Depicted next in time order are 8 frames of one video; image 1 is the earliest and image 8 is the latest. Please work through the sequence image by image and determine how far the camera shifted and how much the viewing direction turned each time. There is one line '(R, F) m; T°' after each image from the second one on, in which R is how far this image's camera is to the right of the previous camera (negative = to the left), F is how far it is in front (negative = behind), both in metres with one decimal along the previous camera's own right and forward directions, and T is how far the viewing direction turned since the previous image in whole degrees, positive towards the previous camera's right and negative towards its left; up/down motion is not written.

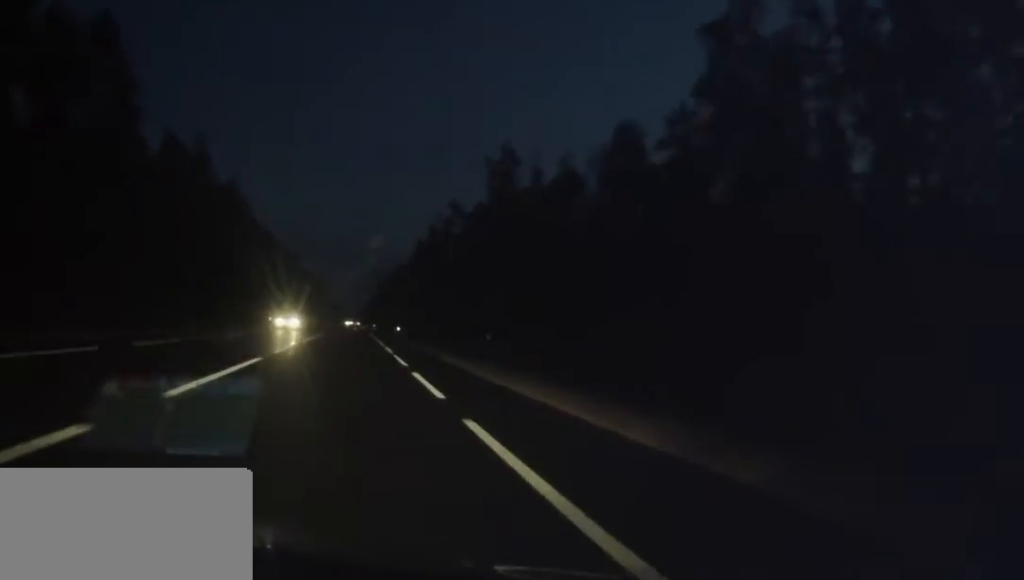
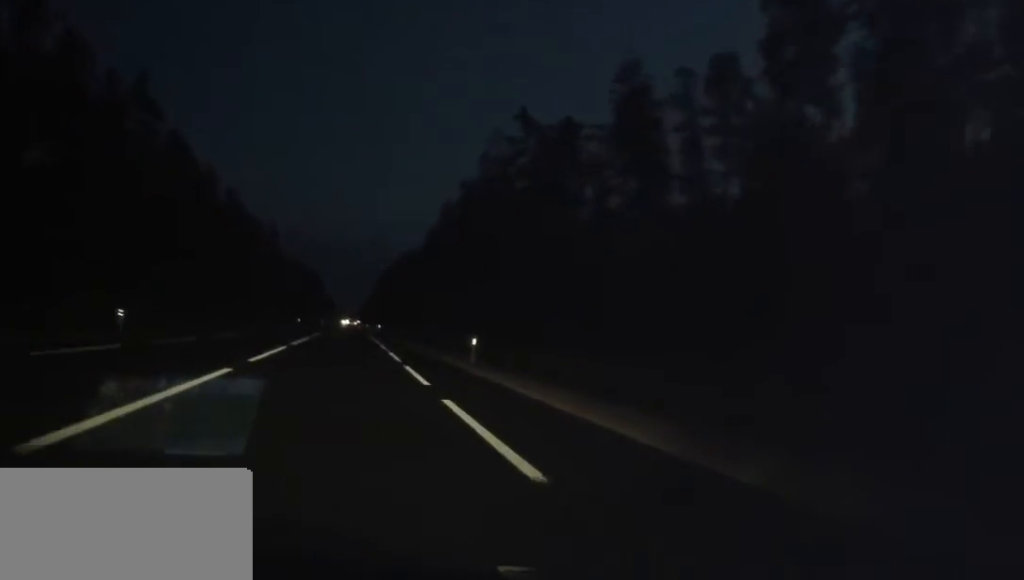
(-0.1, +52.2) m; 0°
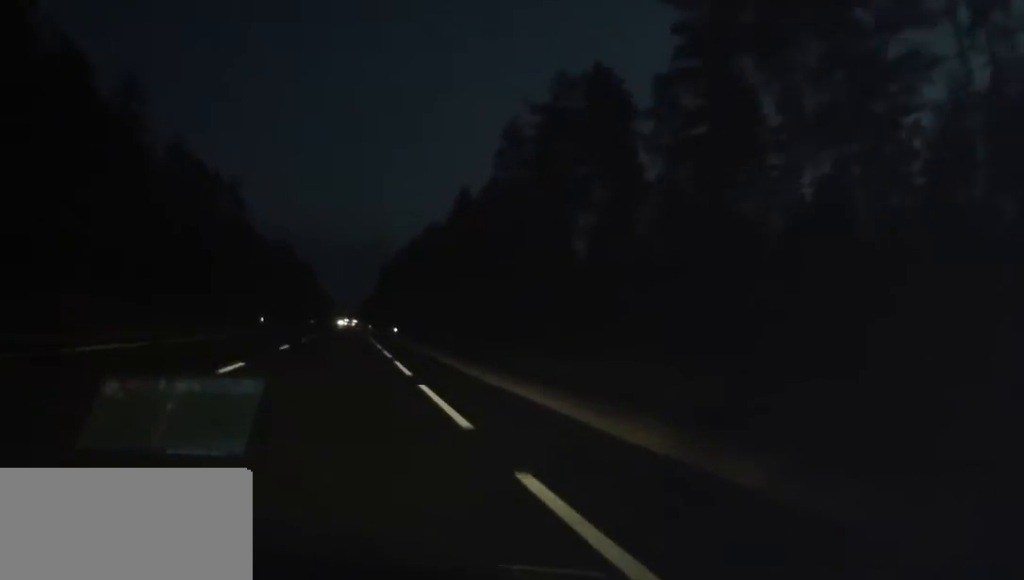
(+0.5, +51.1) m; +1°
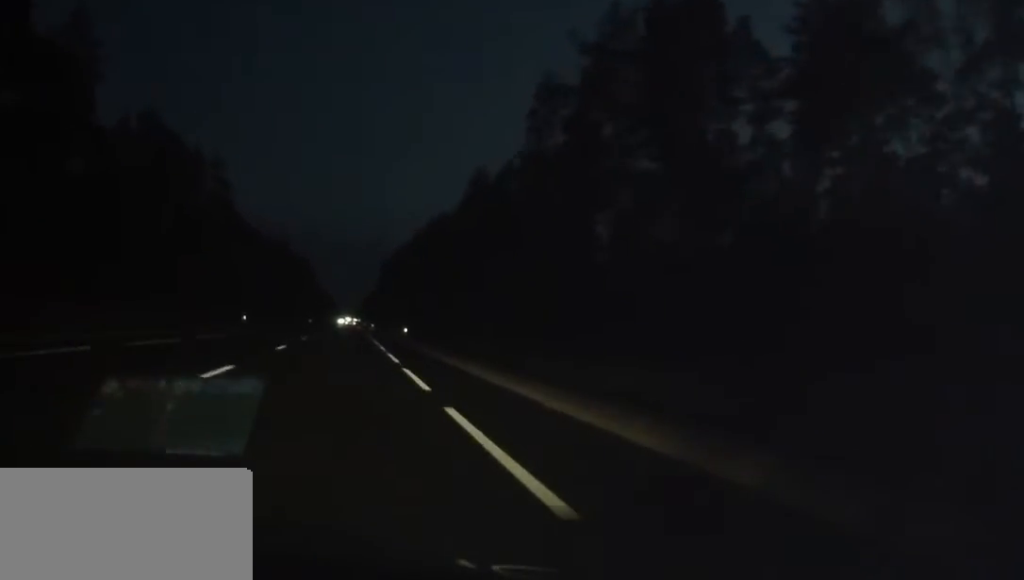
(+0.1, +13.3) m; 0°
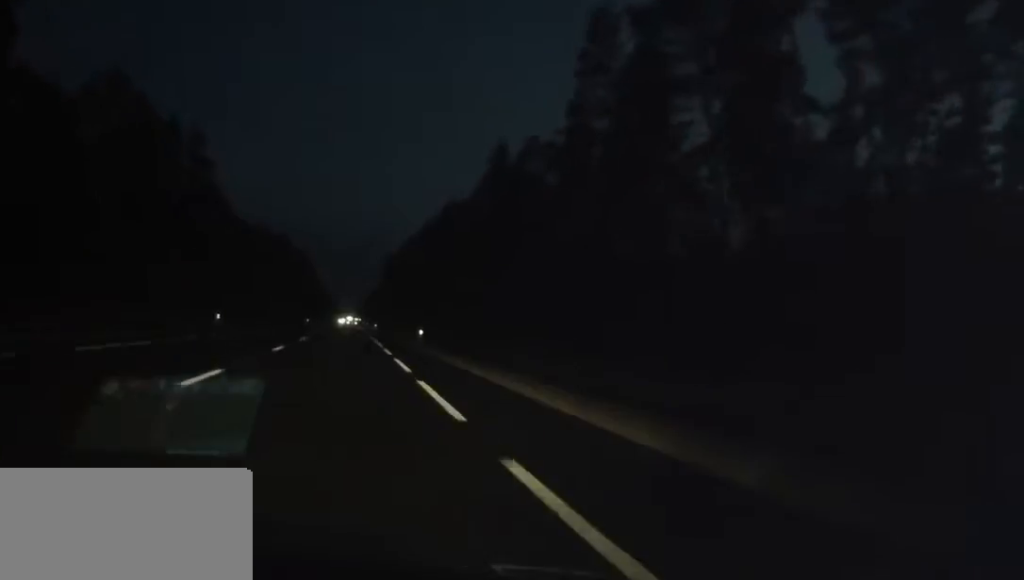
(0.0, +13.3) m; 0°
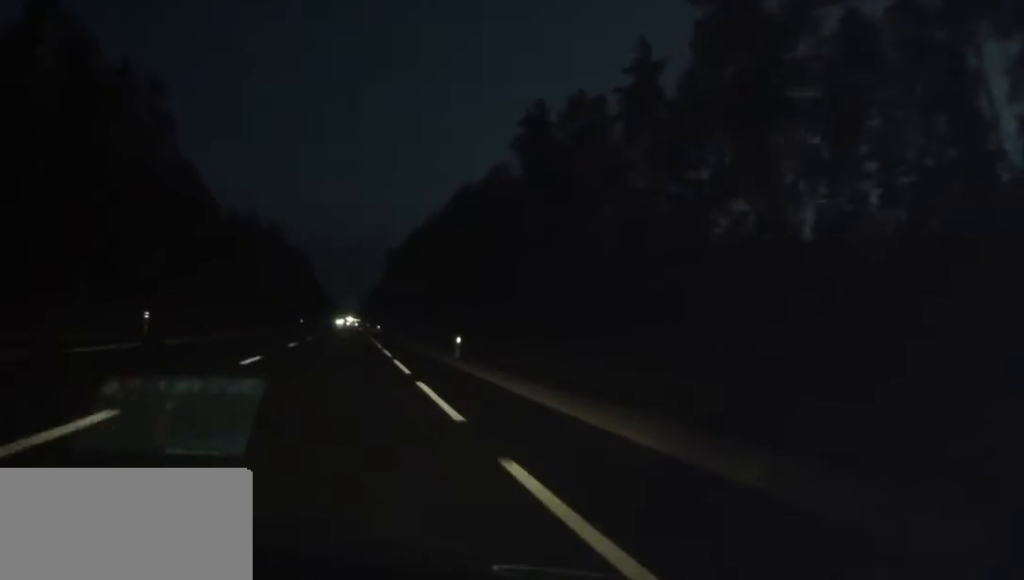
(-0.2, +18.0) m; 0°
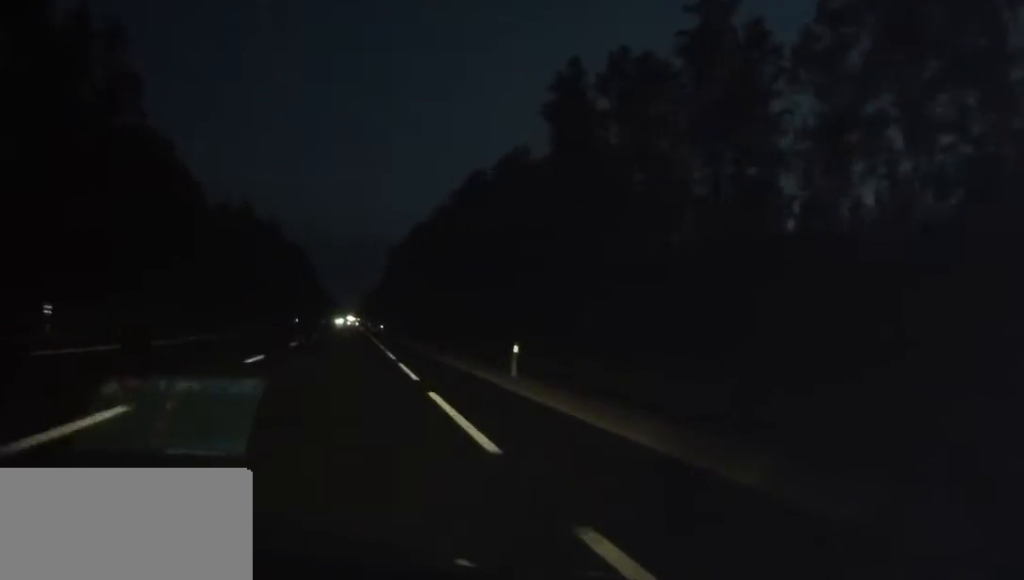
(0.0, +11.5) m; 0°
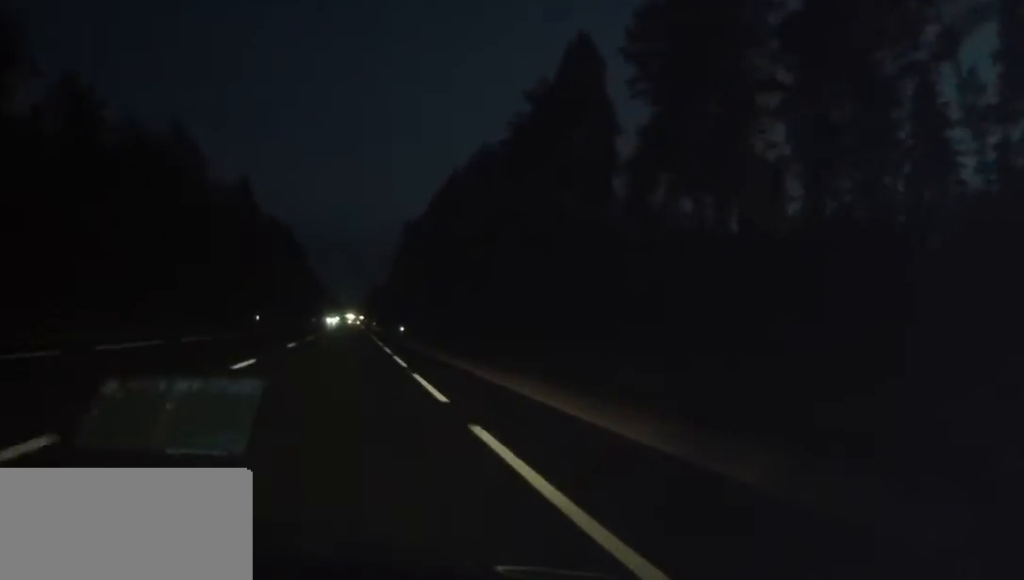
(+0.4, +49.8) m; 0°
